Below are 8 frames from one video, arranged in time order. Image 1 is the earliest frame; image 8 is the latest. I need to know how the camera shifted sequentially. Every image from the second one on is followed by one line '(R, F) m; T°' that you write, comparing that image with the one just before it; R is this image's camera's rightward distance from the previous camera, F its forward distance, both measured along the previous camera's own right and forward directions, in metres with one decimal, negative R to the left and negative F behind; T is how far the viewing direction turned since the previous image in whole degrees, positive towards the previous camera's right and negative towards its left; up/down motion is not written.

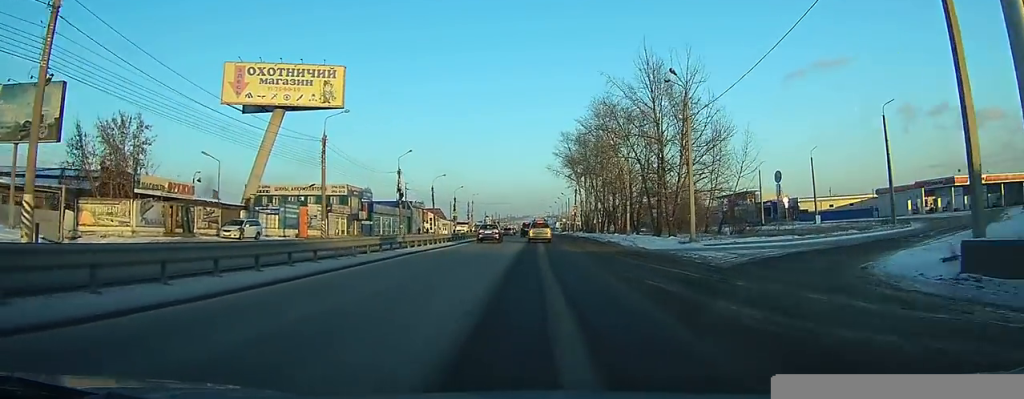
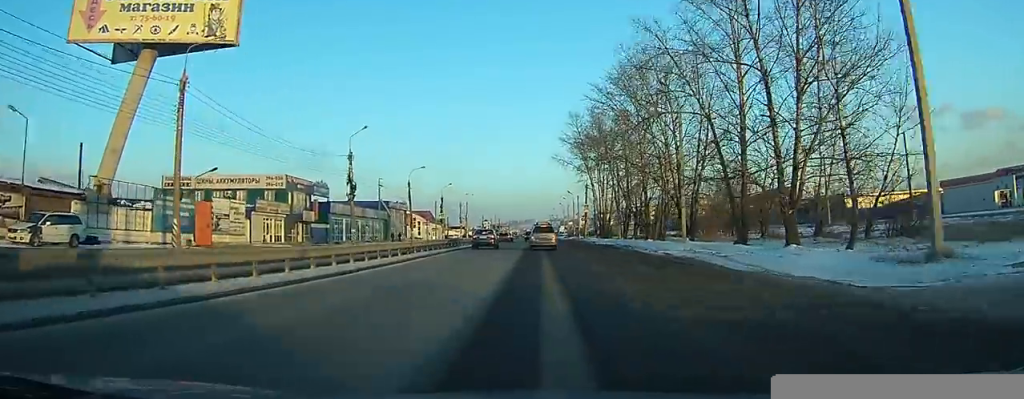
(+0.1, +23.8) m; 0°
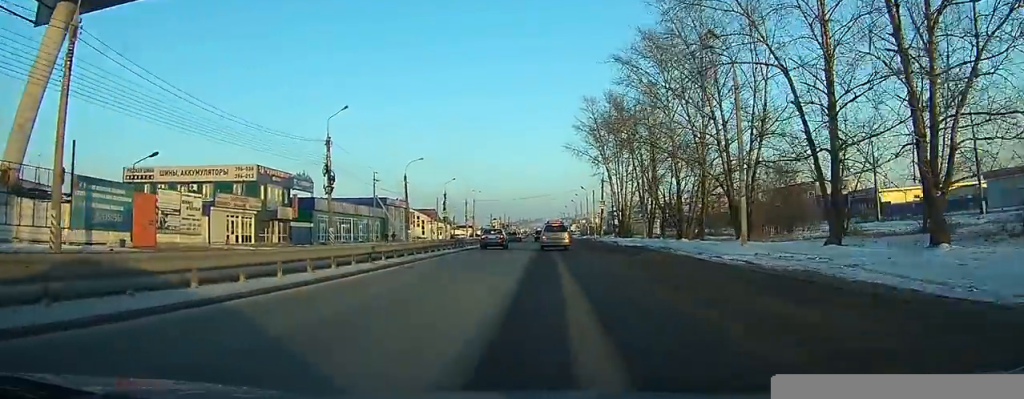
(0.0, +10.2) m; 0°
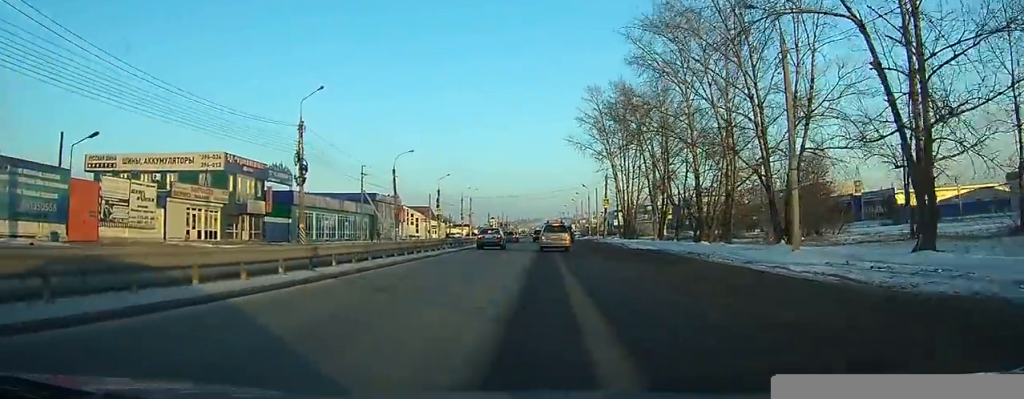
(0.0, +6.6) m; 0°
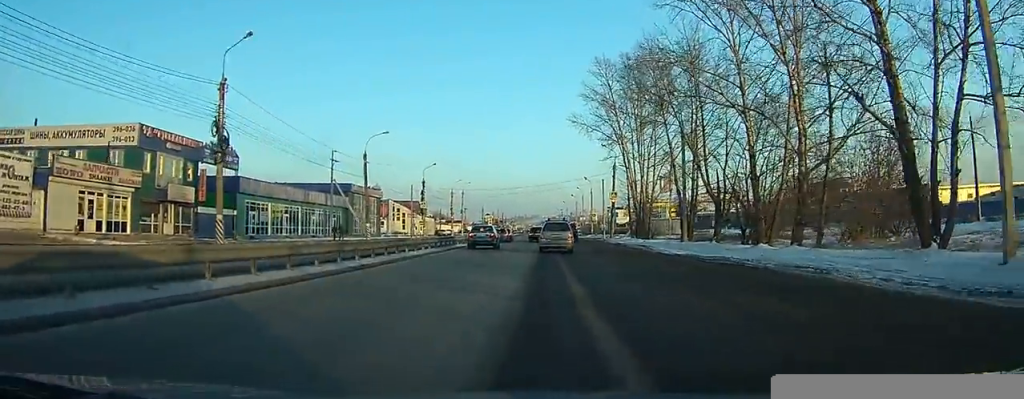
(0.0, +13.2) m; 0°
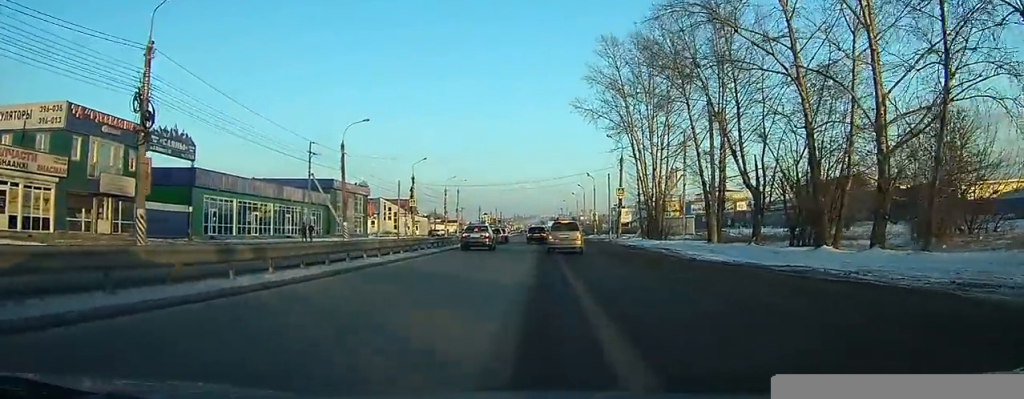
(0.0, +8.4) m; 0°
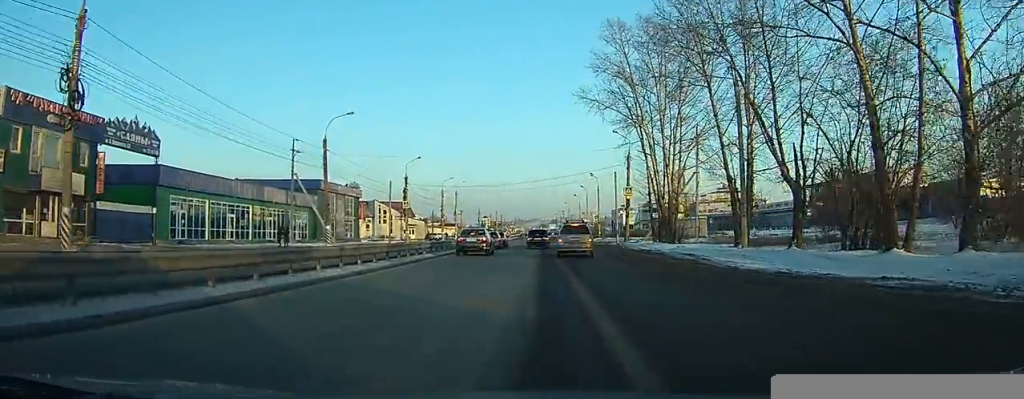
(0.0, +6.1) m; 0°
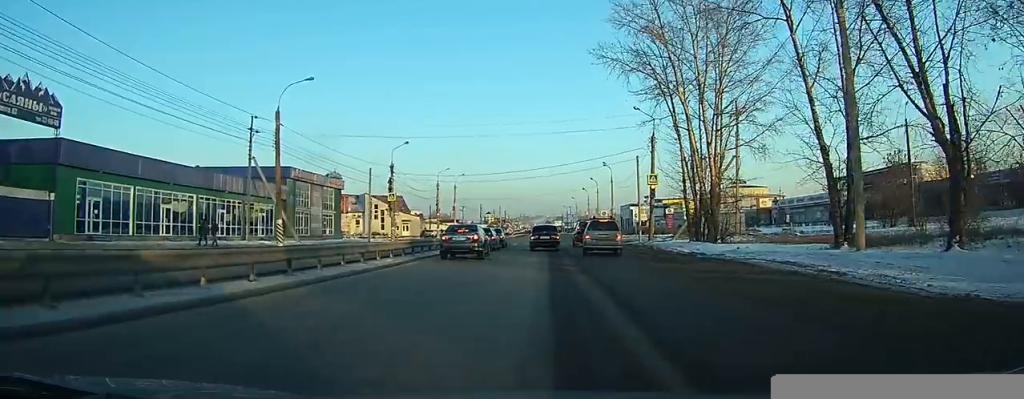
(-0.2, +13.0) m; -1°
